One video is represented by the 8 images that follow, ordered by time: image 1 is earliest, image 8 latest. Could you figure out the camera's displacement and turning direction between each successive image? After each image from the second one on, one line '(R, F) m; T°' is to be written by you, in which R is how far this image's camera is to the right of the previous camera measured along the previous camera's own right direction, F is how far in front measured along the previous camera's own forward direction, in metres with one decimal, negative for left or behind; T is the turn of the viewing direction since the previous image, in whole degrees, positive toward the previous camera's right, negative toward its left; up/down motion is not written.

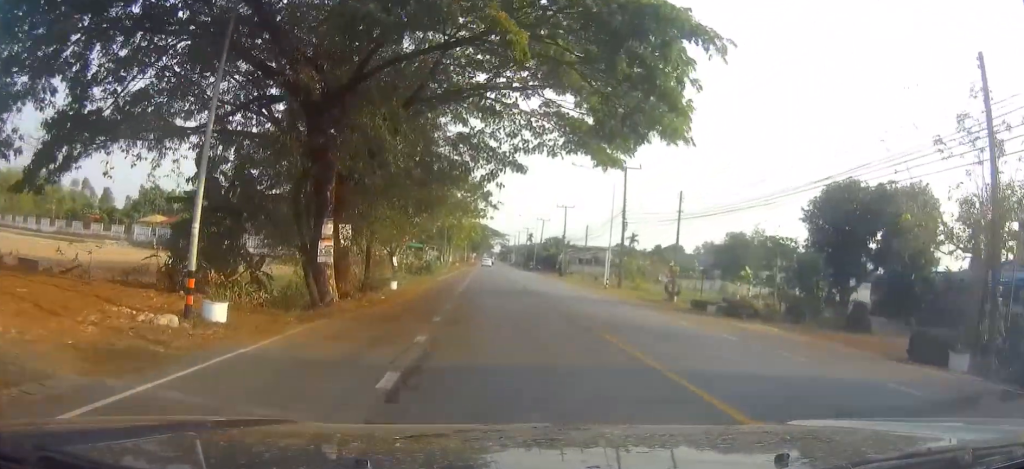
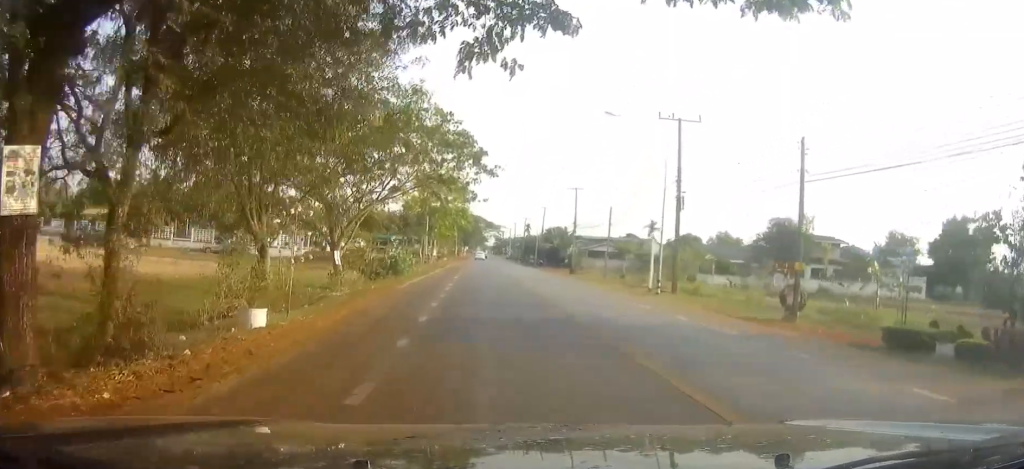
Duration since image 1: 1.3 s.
(-0.1, +17.6) m; 0°
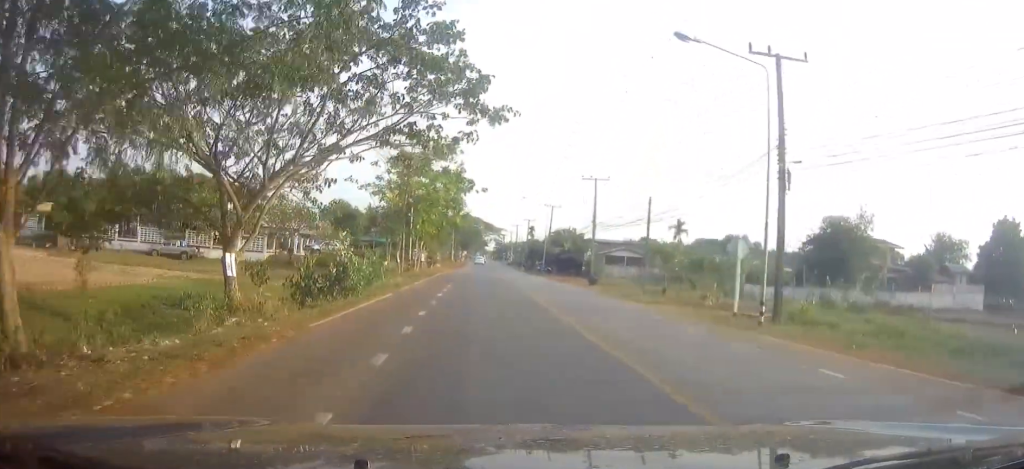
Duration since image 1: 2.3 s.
(0.0, +14.2) m; +1°
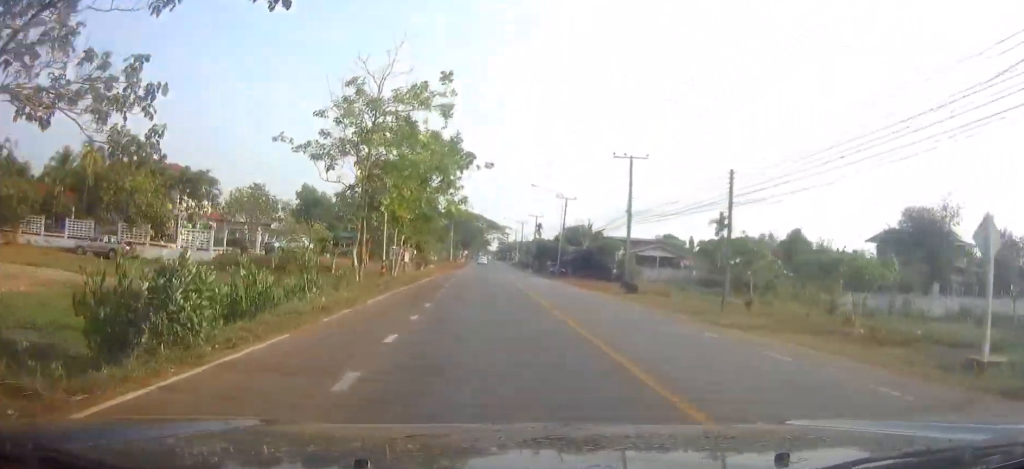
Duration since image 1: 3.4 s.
(+0.4, +14.7) m; +2°
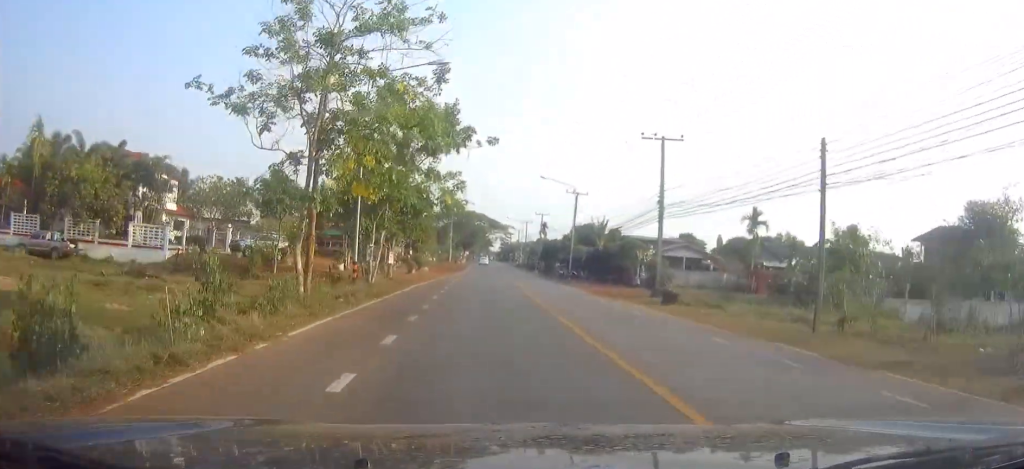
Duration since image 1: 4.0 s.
(0.0, +8.3) m; 0°
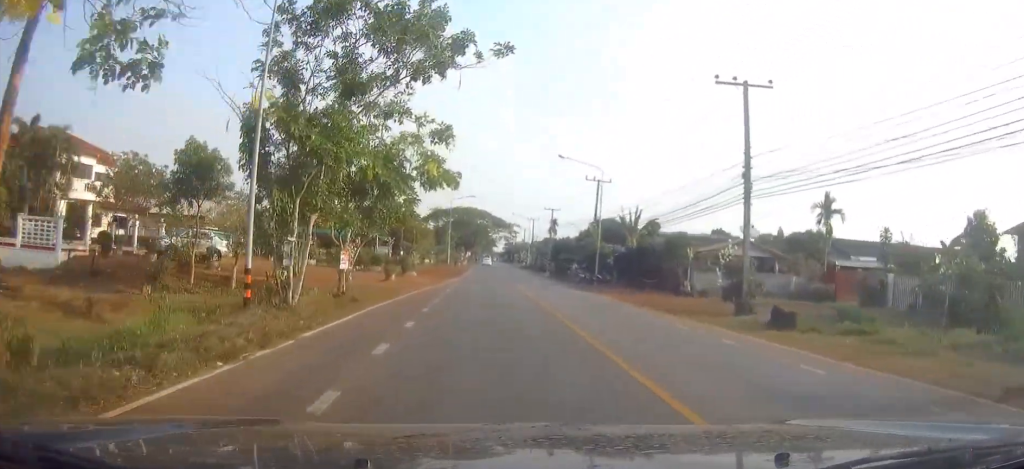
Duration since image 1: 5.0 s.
(0.0, +13.8) m; 0°
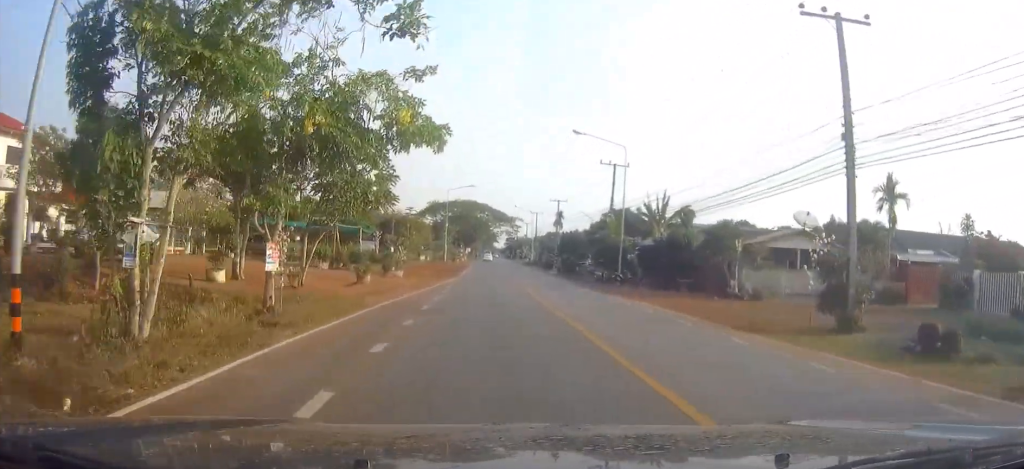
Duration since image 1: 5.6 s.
(+0.1, +8.3) m; 0°
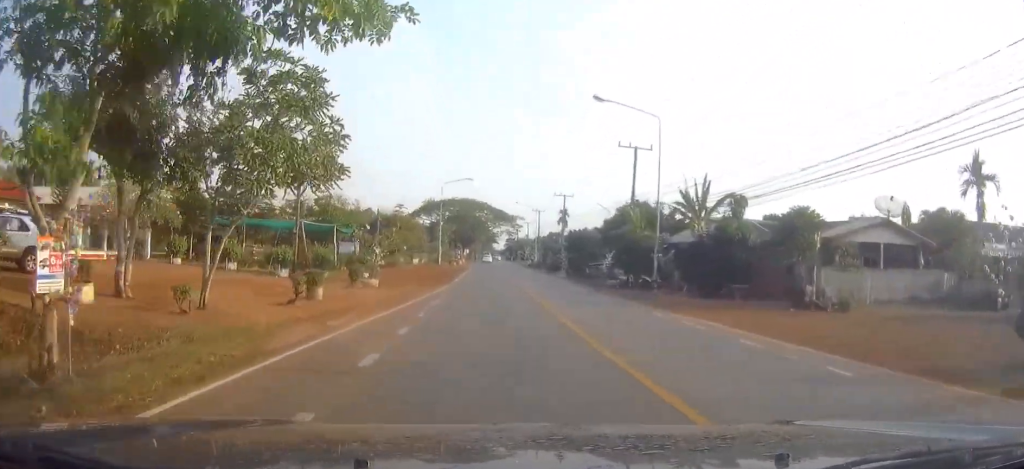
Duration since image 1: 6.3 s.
(-0.1, +9.3) m; 0°
